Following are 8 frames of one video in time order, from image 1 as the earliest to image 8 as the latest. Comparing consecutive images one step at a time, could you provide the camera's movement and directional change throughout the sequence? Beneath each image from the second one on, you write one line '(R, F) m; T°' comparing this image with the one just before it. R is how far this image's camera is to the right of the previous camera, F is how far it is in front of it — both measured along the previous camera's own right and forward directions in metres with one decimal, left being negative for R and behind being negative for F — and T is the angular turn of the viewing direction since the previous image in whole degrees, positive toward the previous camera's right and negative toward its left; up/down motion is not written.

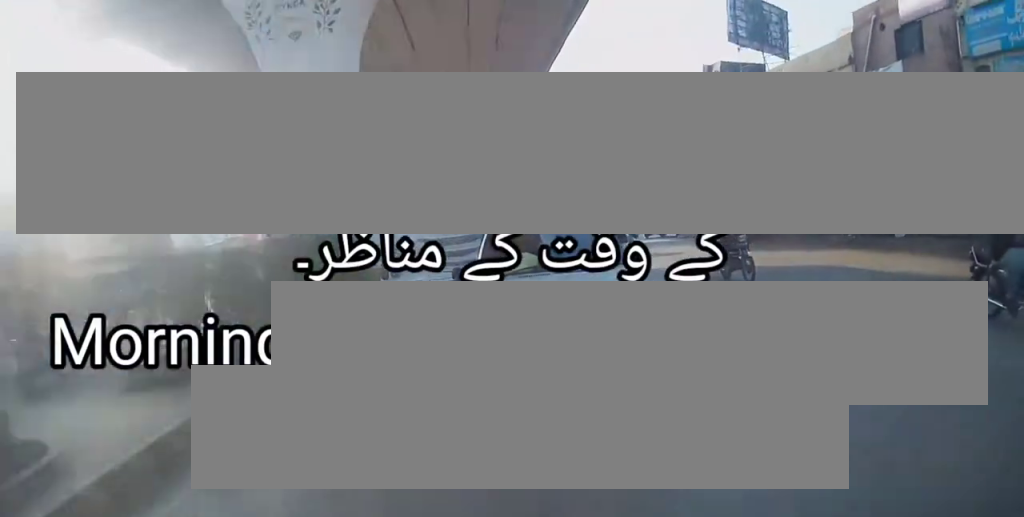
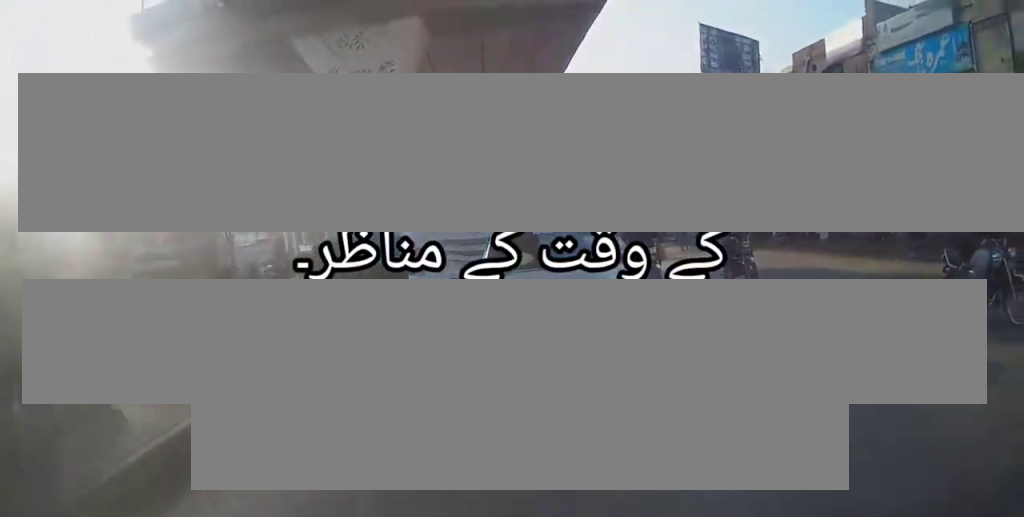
(0.0, +6.4) m; -1°
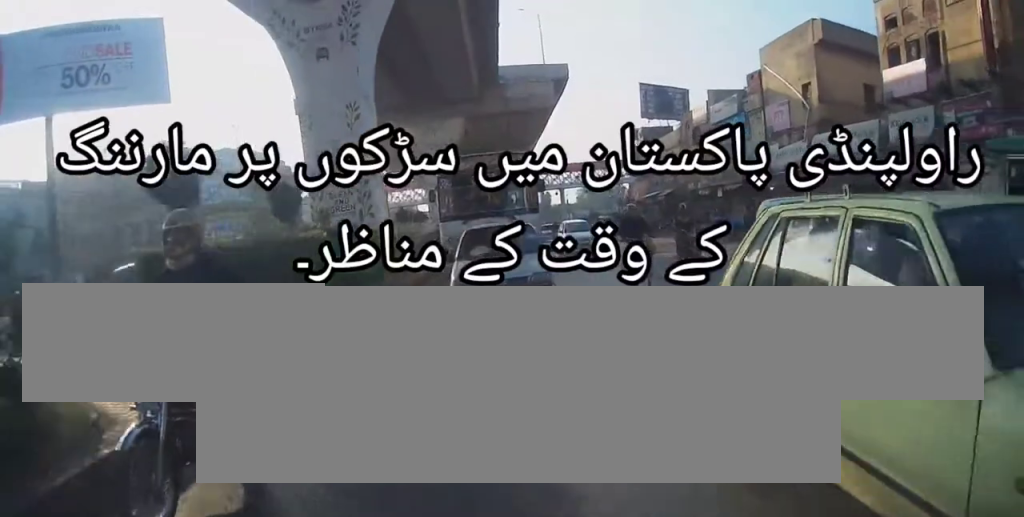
(-0.6, +20.5) m; -1°
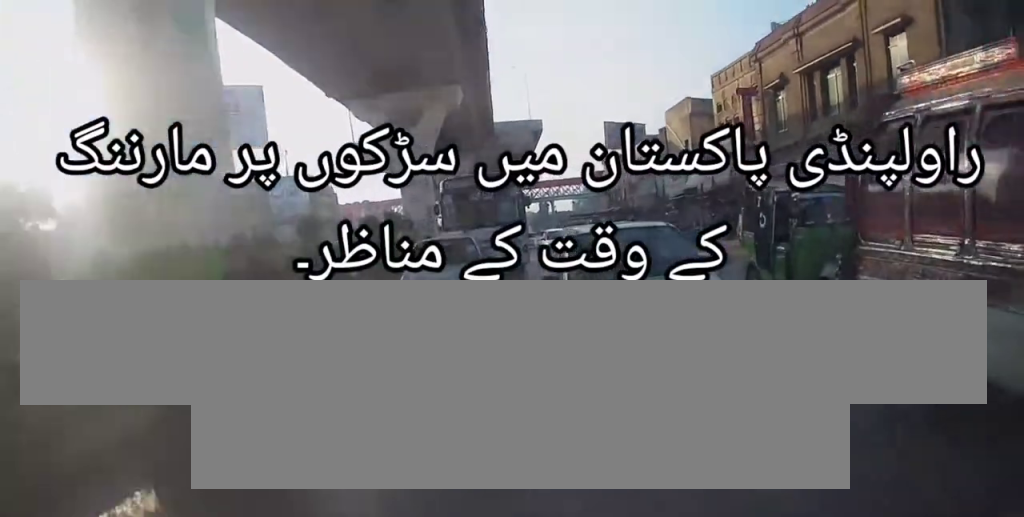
(0.0, +19.1) m; 0°
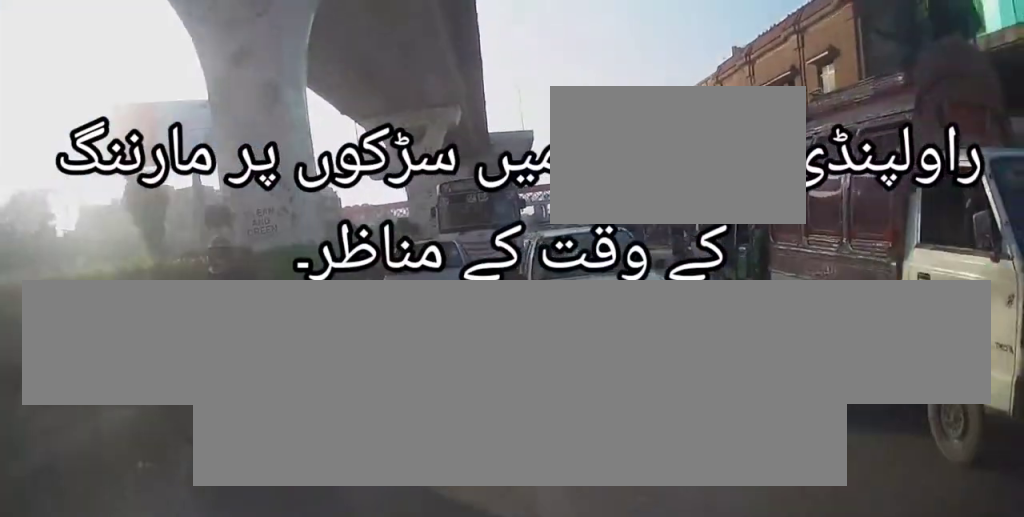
(0.0, +5.2) m; 0°
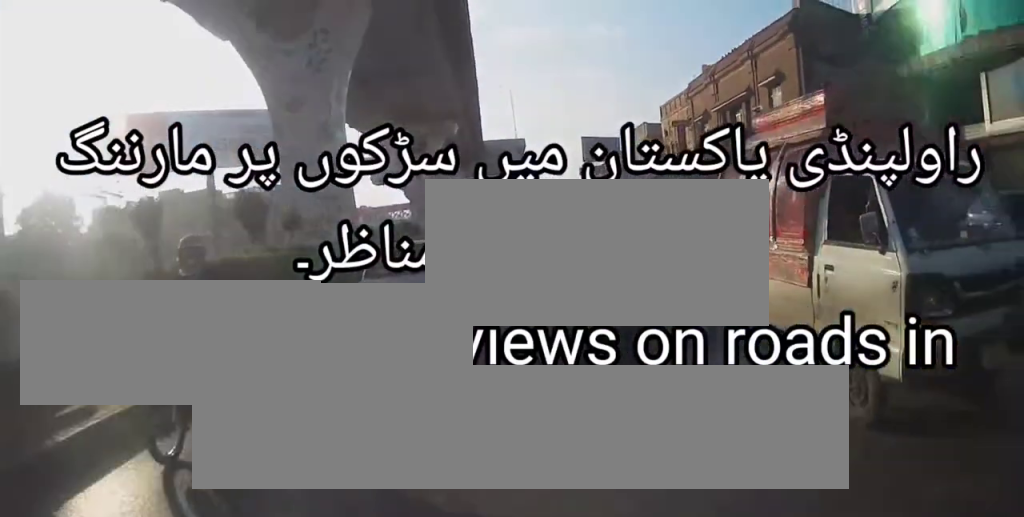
(0.0, +4.6) m; +1°
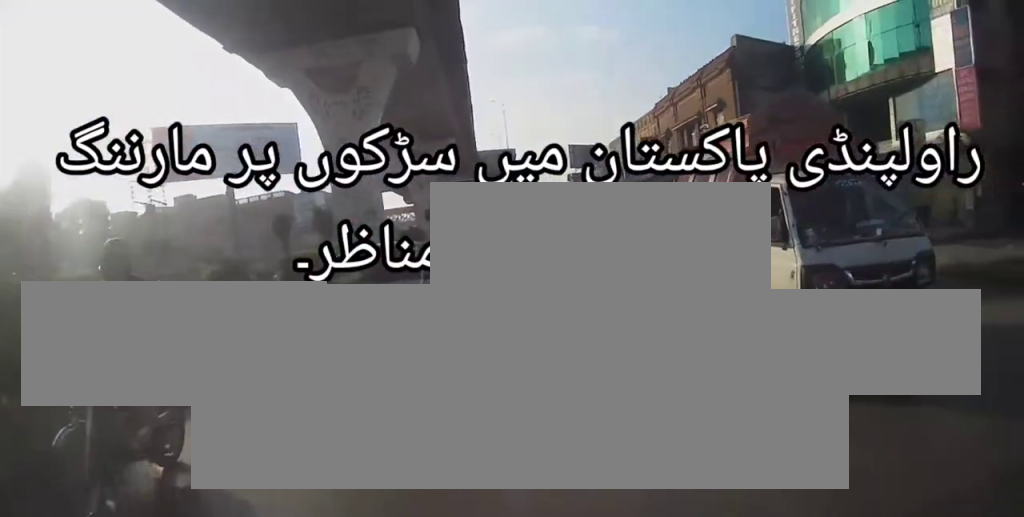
(+0.1, +6.8) m; +2°
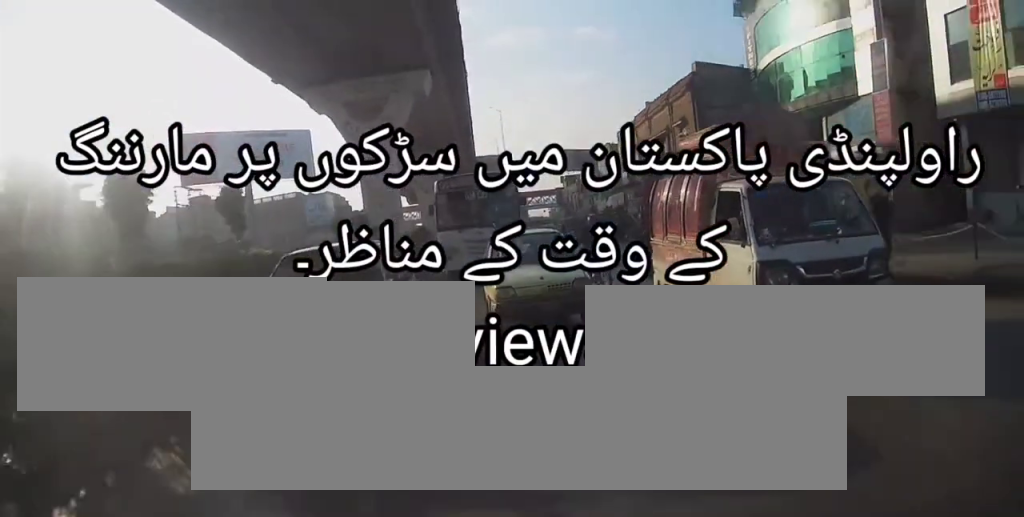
(+0.2, +6.7) m; +2°
